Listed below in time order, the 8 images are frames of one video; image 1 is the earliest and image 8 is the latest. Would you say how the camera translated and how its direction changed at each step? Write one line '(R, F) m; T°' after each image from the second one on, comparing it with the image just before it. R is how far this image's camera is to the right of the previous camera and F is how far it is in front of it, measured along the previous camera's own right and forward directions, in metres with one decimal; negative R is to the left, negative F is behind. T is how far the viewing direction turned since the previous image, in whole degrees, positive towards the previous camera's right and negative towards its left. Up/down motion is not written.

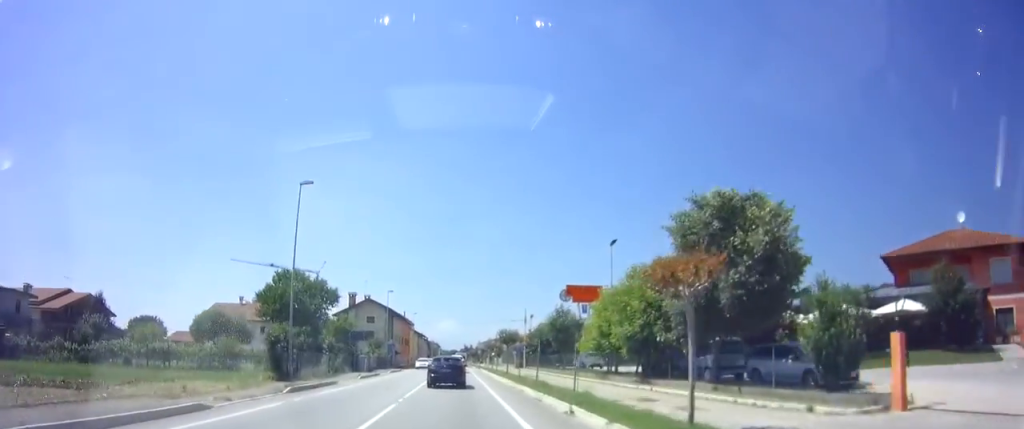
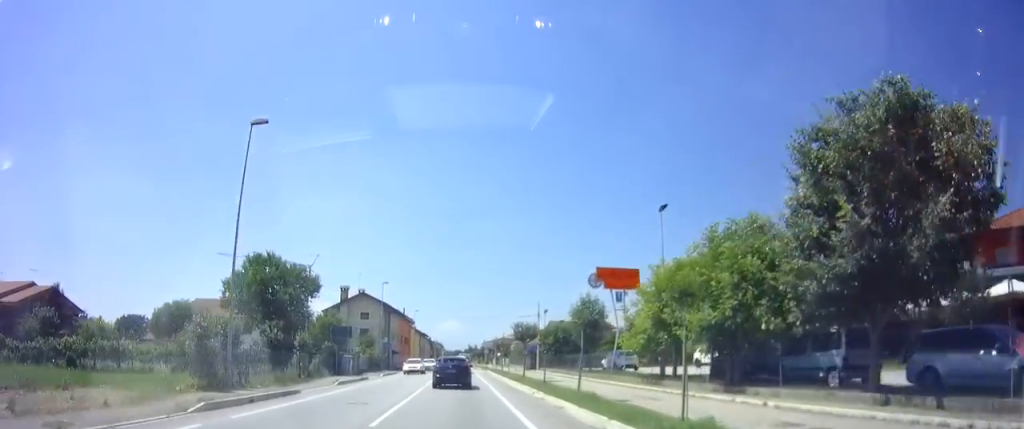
(-0.2, +7.6) m; 0°
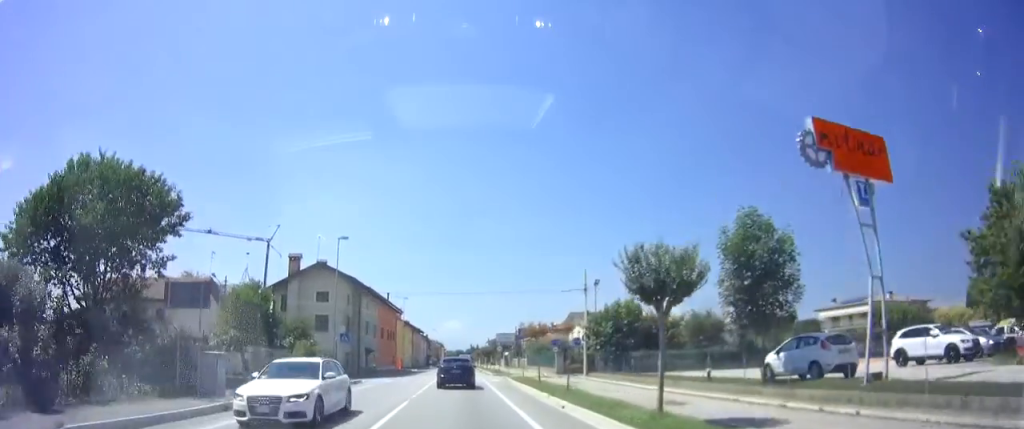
(+0.1, +21.2) m; 0°
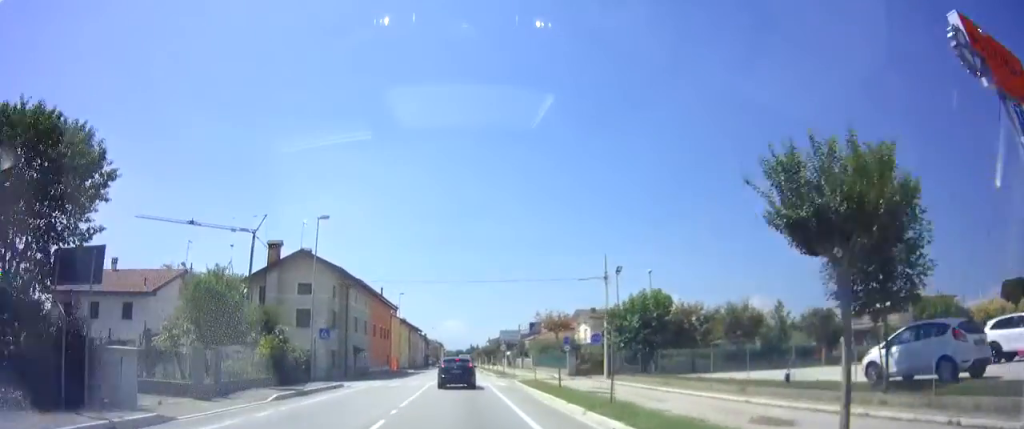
(+0.1, +5.2) m; +1°
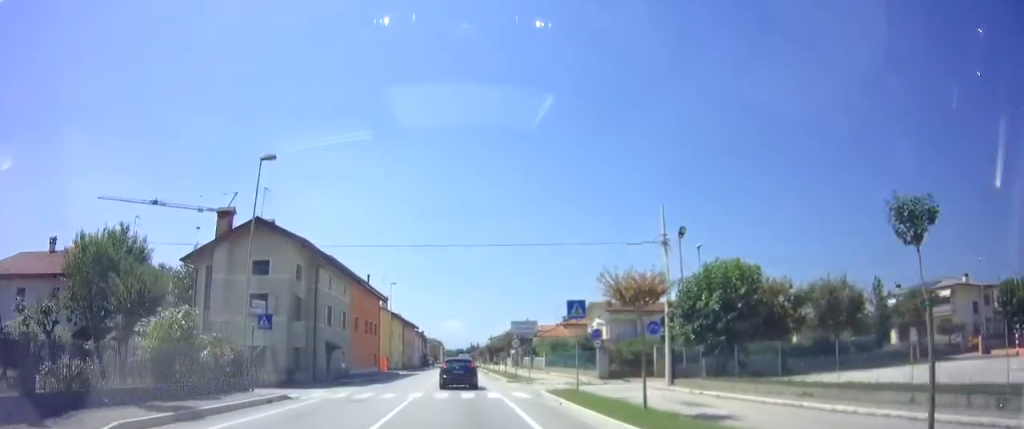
(+0.3, +9.2) m; +1°
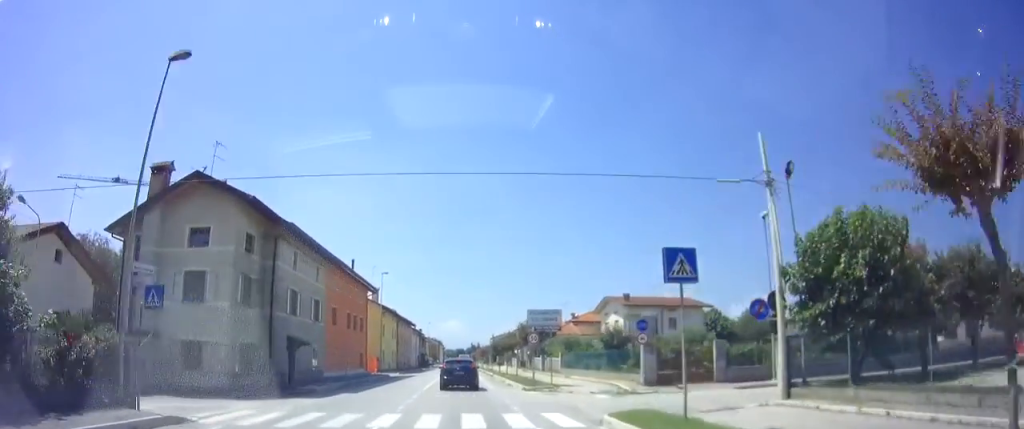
(0.0, +8.1) m; -1°
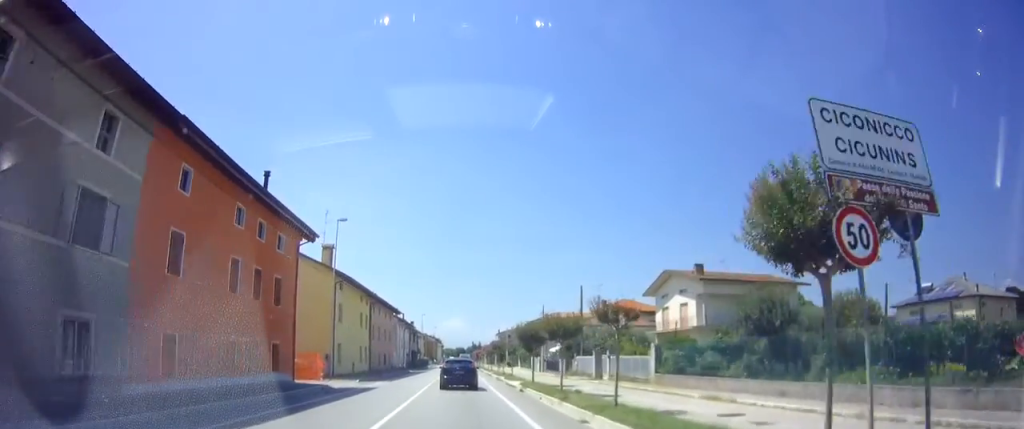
(-0.3, +22.2) m; -1°
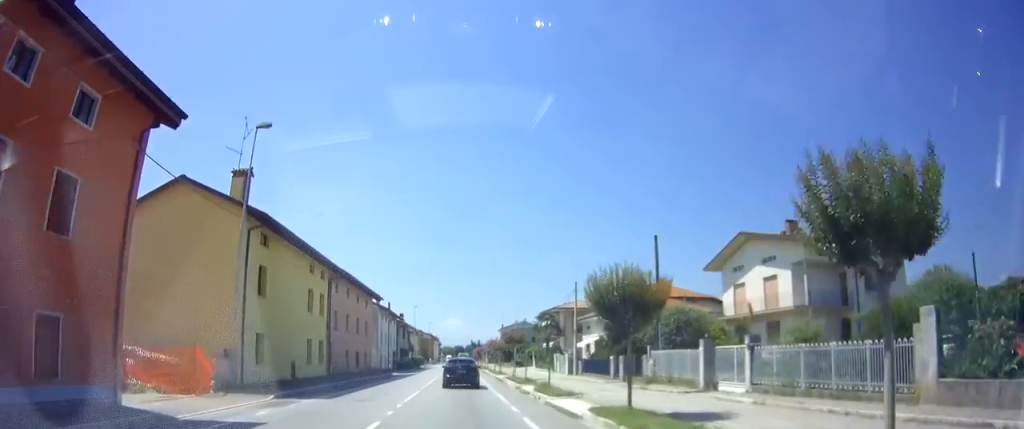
(-0.2, +15.1) m; 0°
